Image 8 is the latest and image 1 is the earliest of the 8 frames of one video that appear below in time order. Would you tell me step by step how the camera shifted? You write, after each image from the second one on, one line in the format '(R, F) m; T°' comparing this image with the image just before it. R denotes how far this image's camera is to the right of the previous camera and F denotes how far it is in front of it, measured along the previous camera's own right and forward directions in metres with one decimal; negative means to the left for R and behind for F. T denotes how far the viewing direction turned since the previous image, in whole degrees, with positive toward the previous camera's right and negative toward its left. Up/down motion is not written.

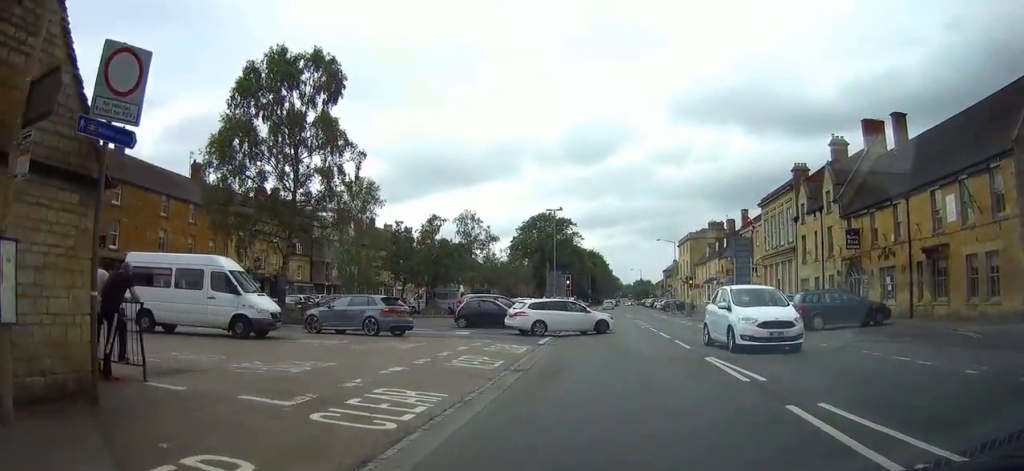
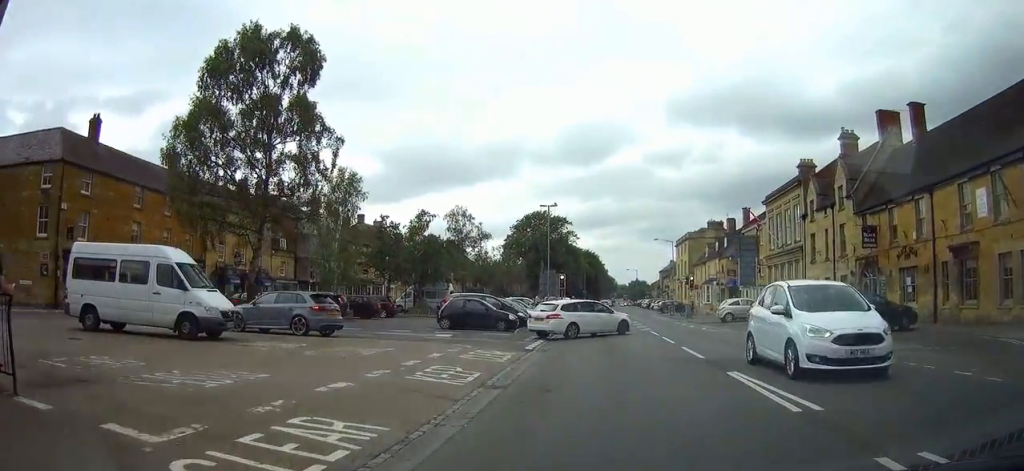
(0.0, +2.7) m; 0°
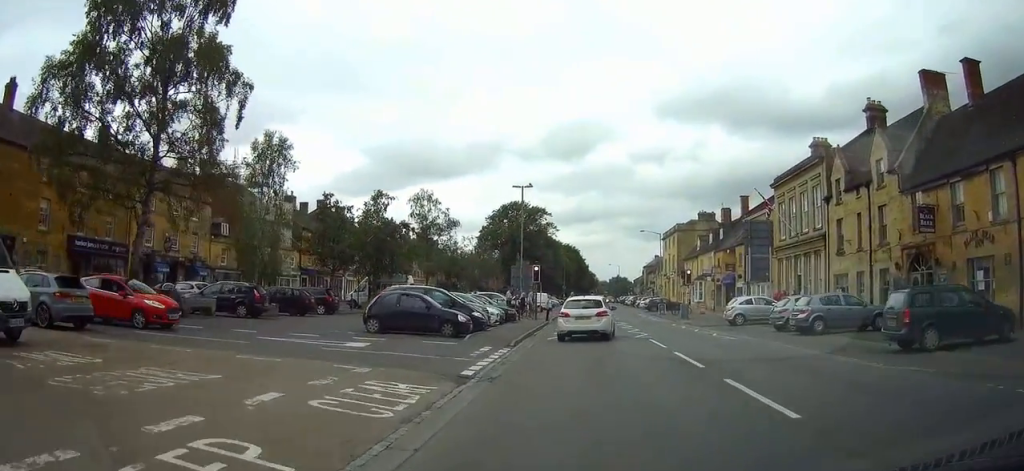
(+0.1, +7.3) m; +5°
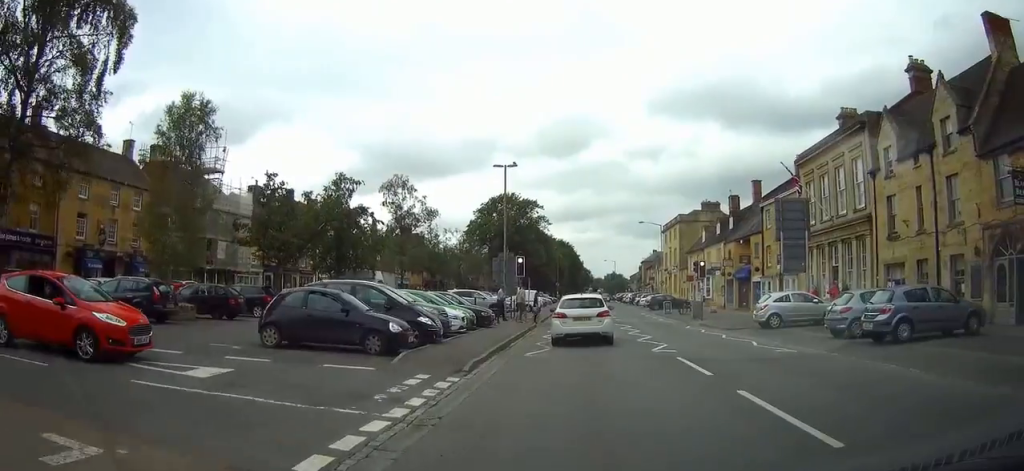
(+0.4, +7.1) m; +3°
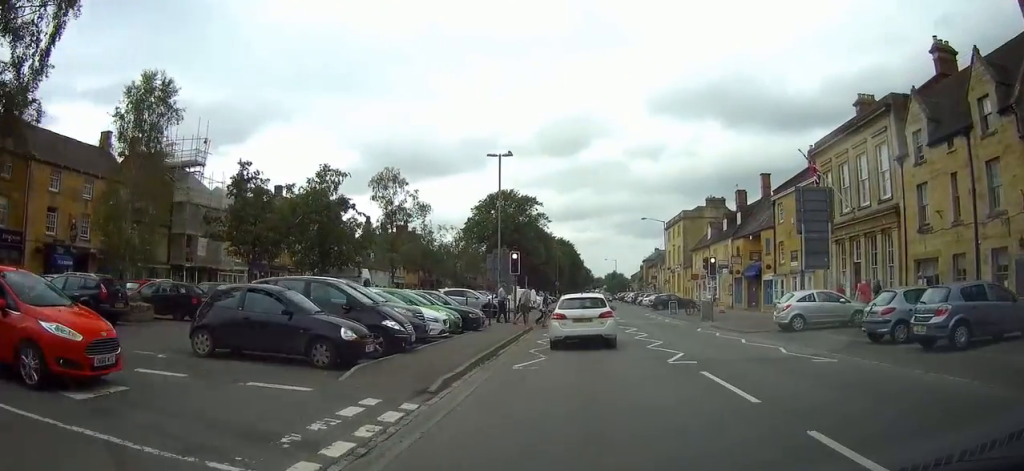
(0.0, +3.1) m; 0°
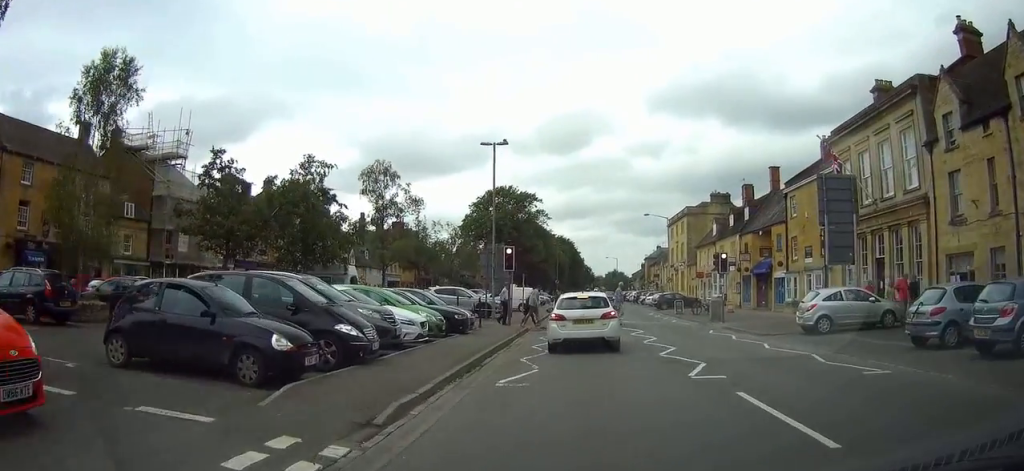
(-0.2, +2.9) m; 0°
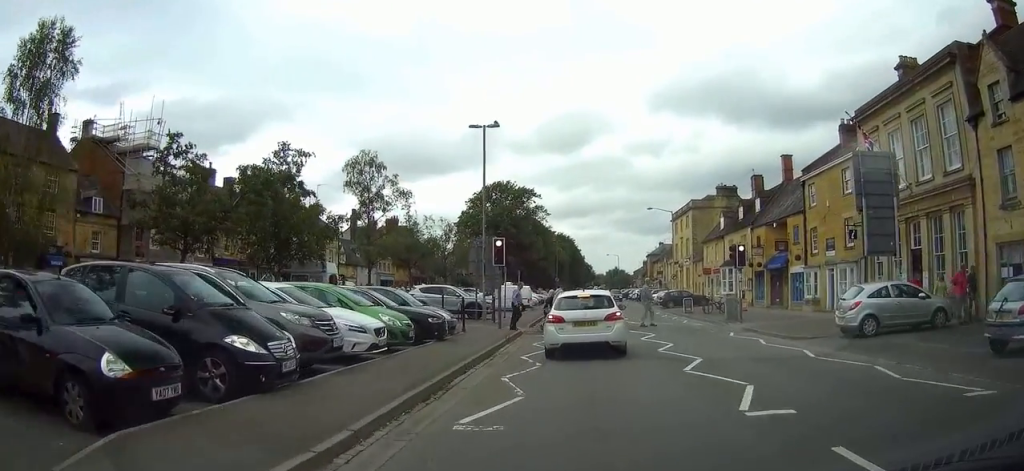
(0.0, +3.9) m; +2°
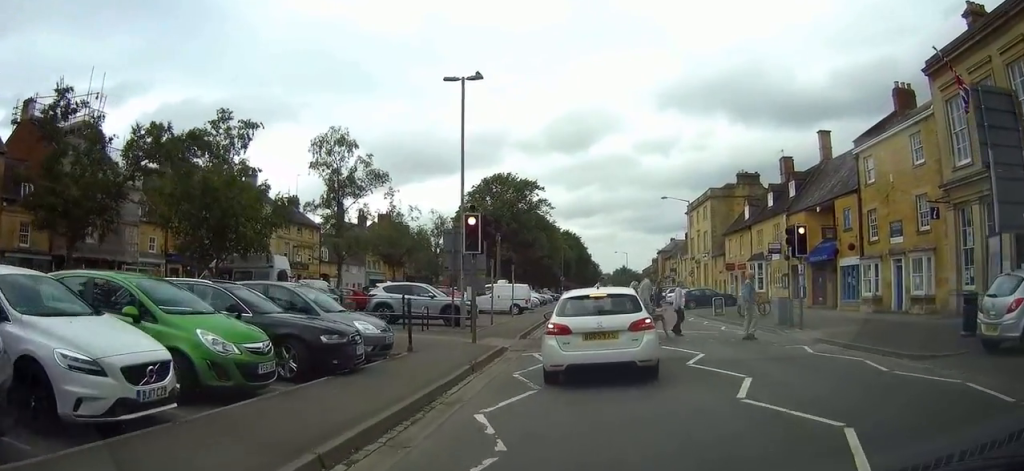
(+0.5, +8.6) m; +5°
